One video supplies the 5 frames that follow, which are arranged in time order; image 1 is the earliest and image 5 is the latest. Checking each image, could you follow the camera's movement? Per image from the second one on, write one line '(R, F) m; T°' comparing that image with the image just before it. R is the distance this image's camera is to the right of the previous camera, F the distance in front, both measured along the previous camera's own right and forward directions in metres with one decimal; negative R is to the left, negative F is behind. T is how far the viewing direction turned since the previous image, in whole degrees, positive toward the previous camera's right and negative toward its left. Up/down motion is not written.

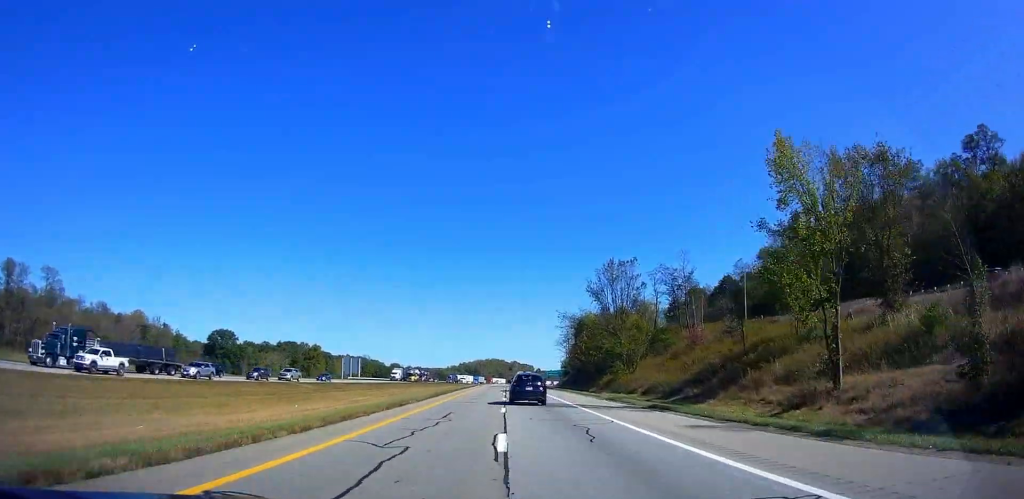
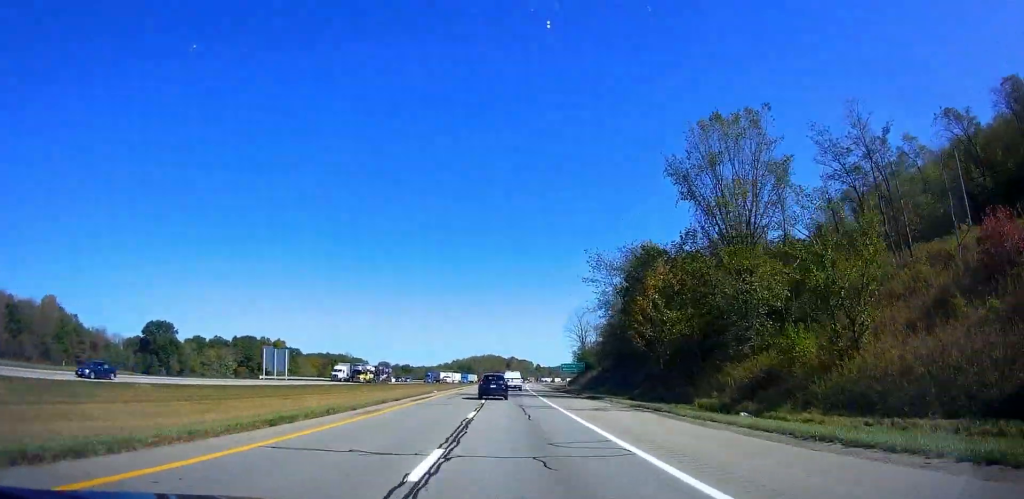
(-0.1, +50.5) m; 0°
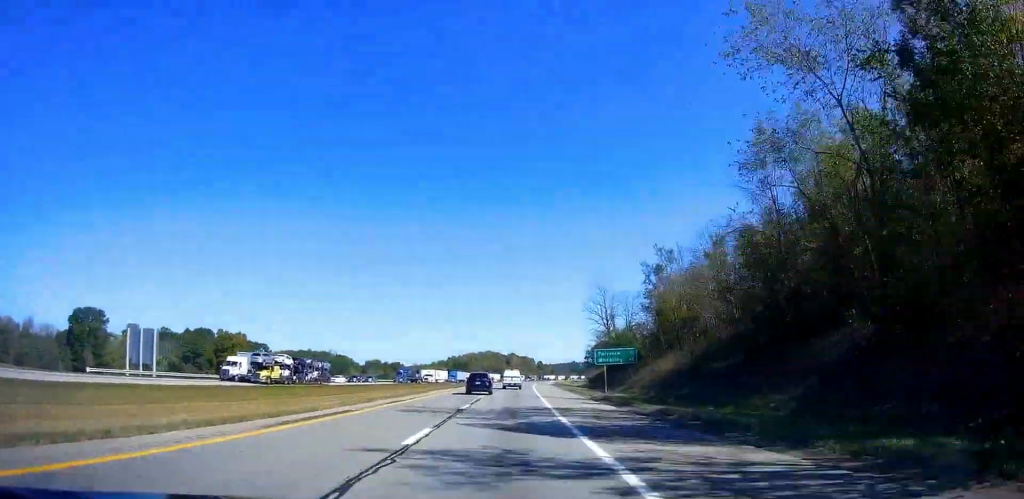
(+1.0, +44.3) m; +2°
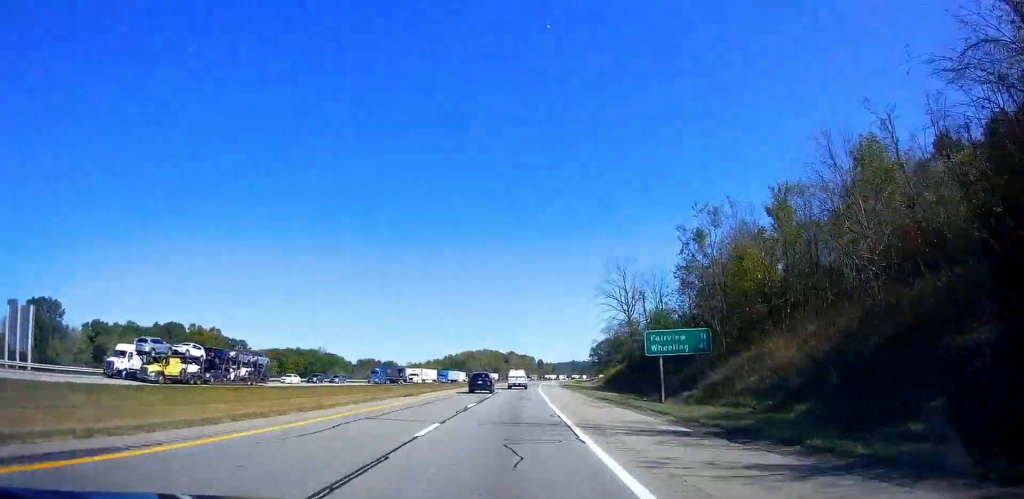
(0.0, +22.7) m; 0°
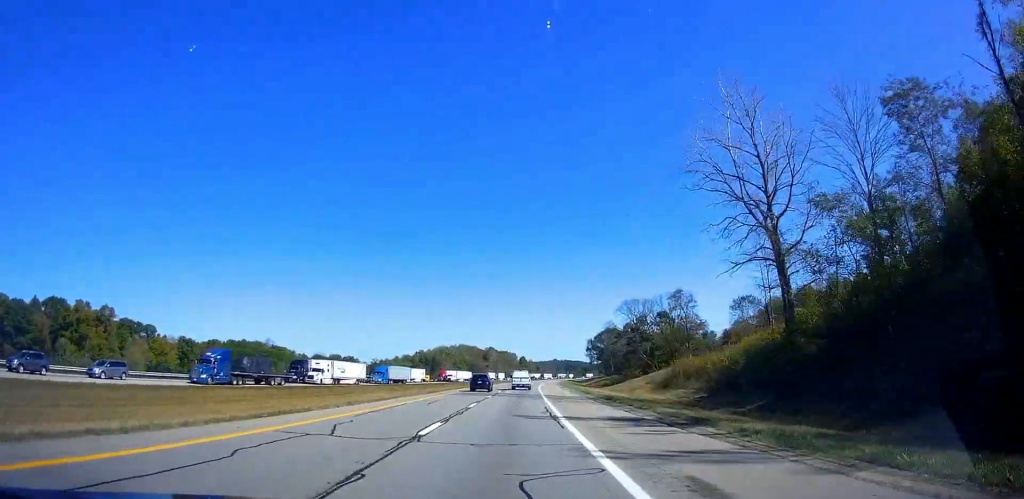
(+0.1, +58.6) m; +1°
